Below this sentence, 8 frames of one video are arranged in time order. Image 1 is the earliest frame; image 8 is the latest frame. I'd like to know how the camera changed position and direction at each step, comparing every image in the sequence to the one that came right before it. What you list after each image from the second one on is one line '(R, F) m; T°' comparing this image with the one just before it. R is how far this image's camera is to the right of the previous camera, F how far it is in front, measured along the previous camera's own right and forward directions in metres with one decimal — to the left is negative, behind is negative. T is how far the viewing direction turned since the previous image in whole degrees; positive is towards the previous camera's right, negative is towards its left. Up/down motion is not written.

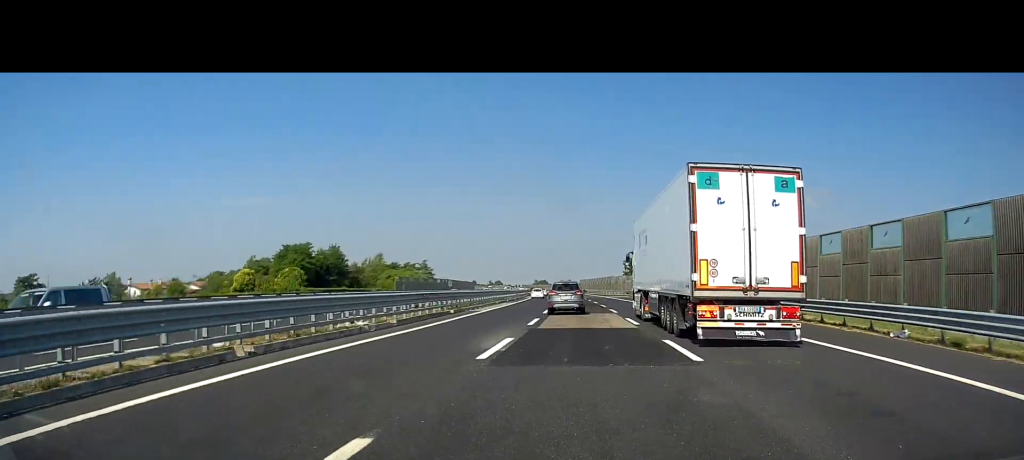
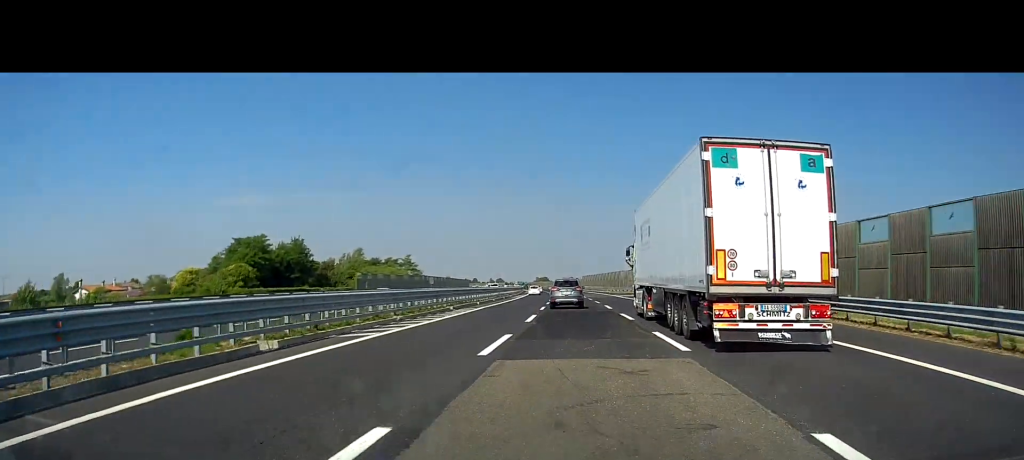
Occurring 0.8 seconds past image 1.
(0.0, +22.5) m; 0°
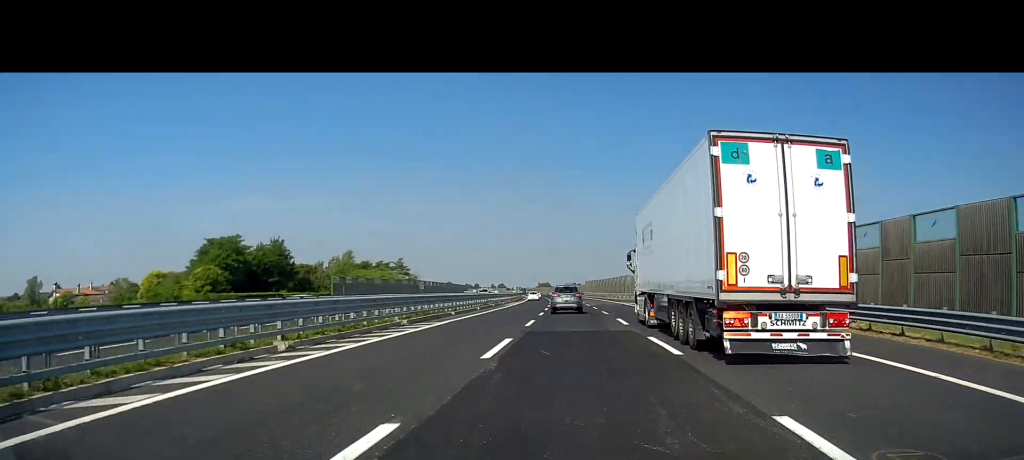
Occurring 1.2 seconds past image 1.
(+0.1, +10.9) m; -1°
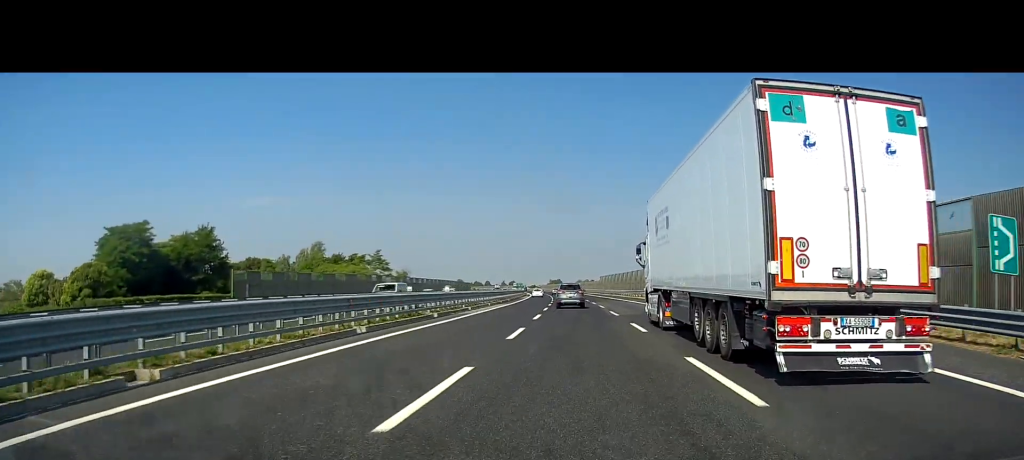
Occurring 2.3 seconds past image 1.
(-0.6, +30.0) m; -2°
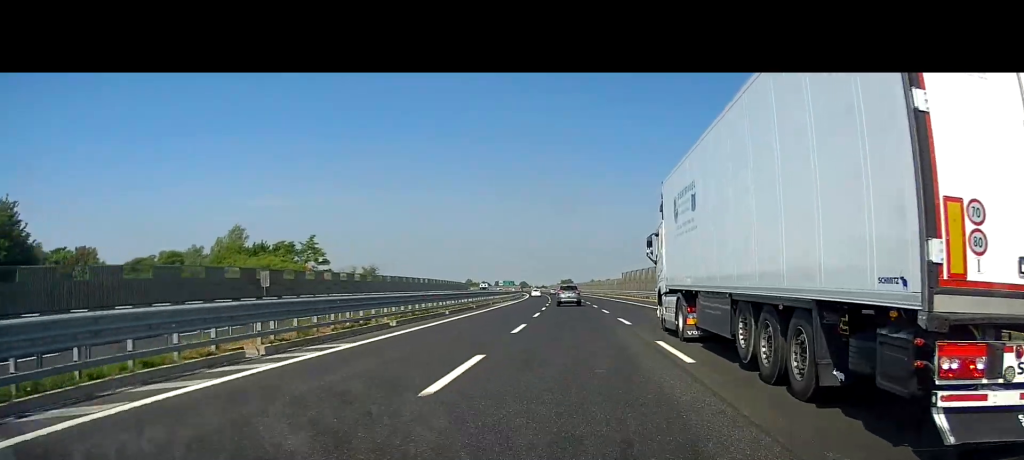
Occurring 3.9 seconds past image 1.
(-0.5, +43.8) m; -1°
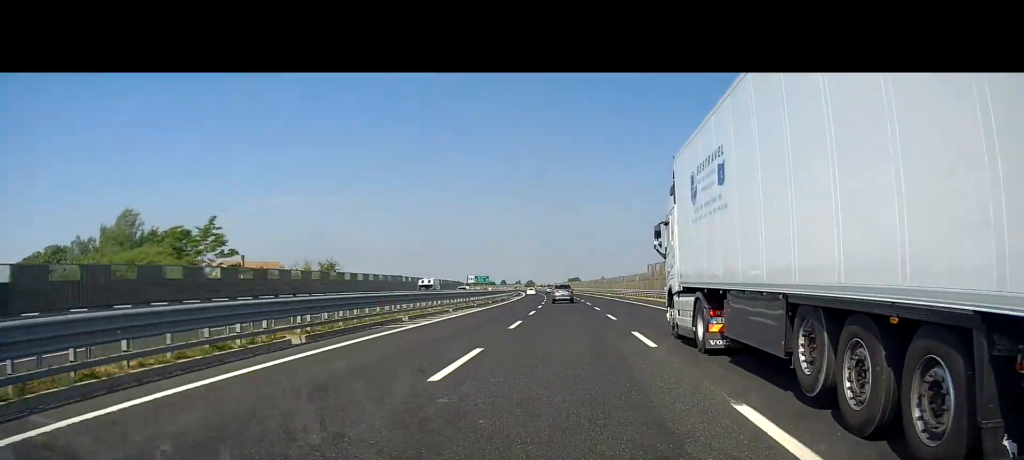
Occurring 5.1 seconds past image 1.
(0.0, +33.0) m; 0°
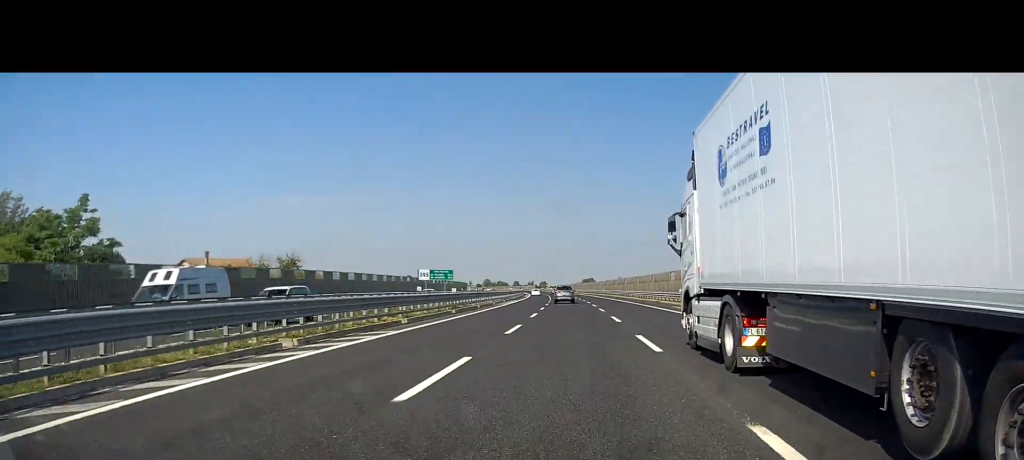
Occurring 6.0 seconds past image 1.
(-0.1, +24.8) m; -1°
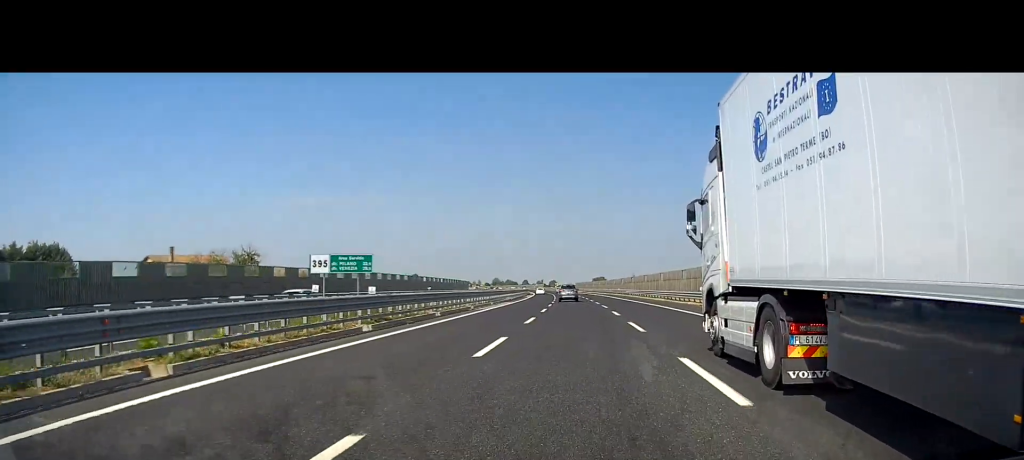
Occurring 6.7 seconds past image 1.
(-0.1, +18.5) m; -1°
